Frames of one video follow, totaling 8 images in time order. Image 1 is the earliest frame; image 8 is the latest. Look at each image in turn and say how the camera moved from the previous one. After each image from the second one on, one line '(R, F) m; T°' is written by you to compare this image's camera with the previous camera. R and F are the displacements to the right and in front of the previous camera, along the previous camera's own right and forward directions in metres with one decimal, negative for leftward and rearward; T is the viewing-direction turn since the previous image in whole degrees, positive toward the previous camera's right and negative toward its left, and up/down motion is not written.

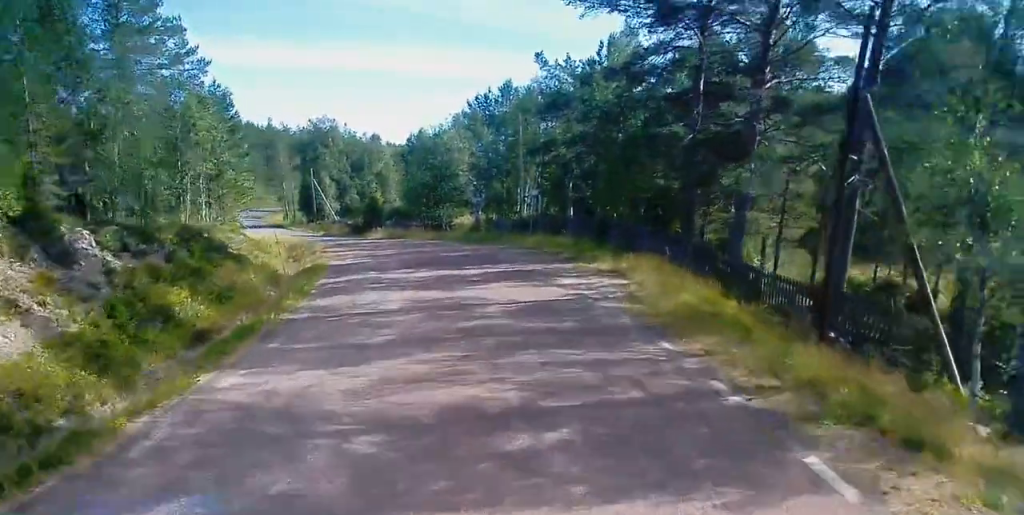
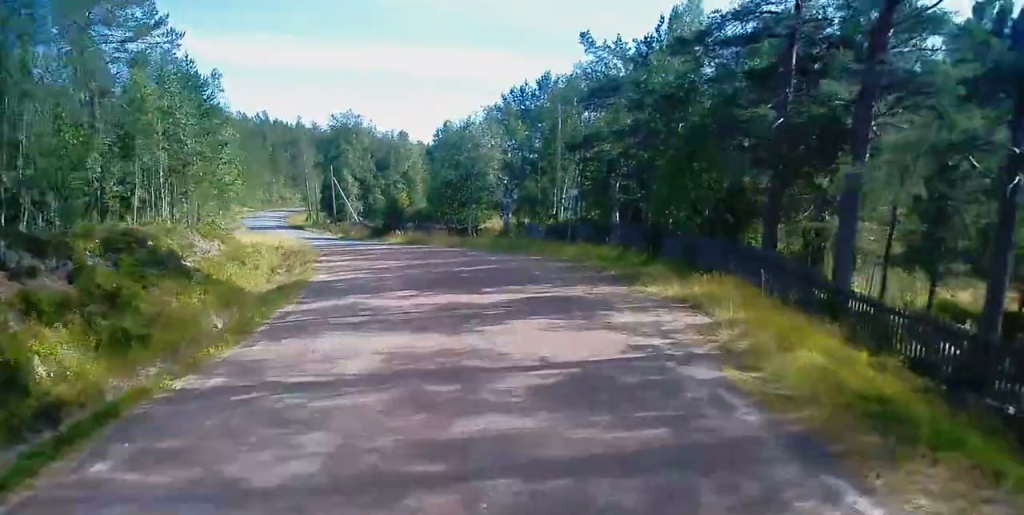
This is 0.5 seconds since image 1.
(-0.4, +6.2) m; -2°
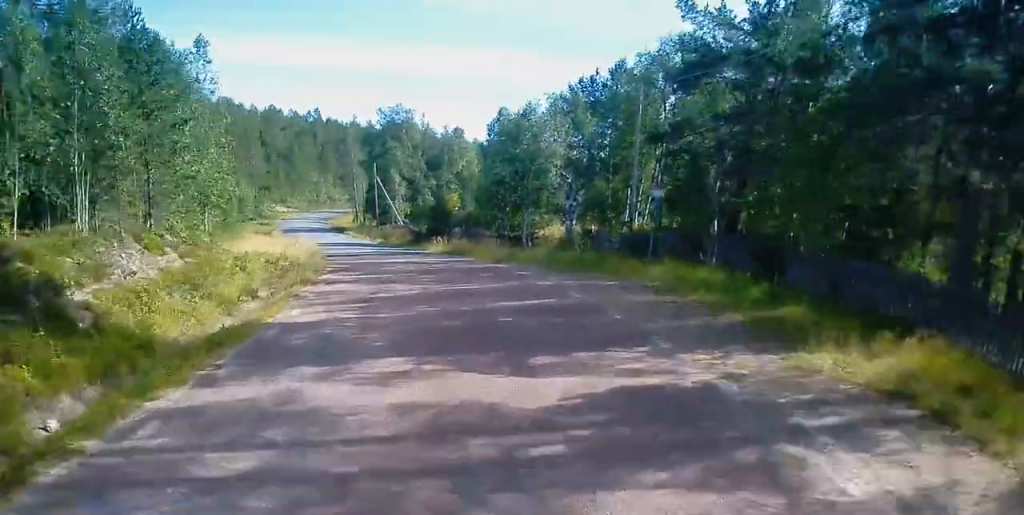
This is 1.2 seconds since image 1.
(-0.4, +8.2) m; -3°
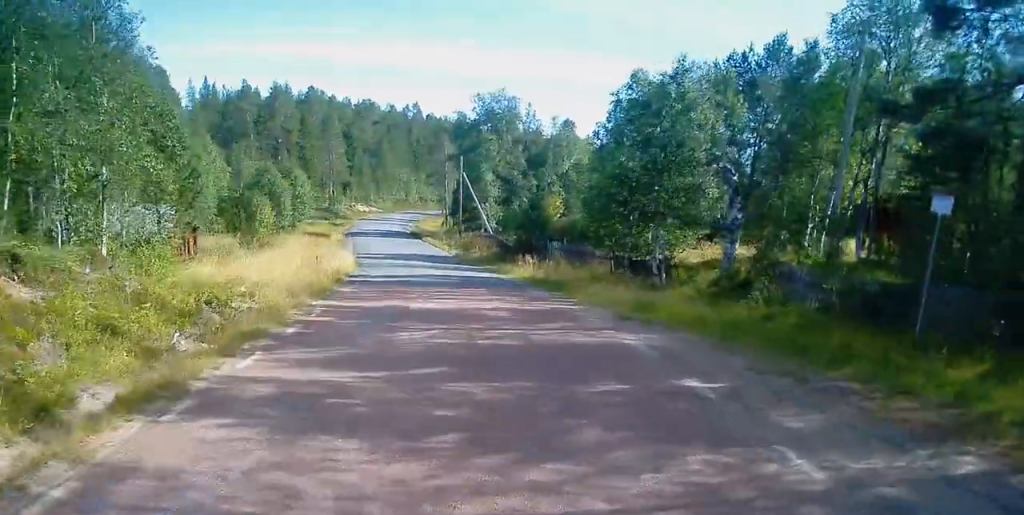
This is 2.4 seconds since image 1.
(-0.3, +14.1) m; -7°
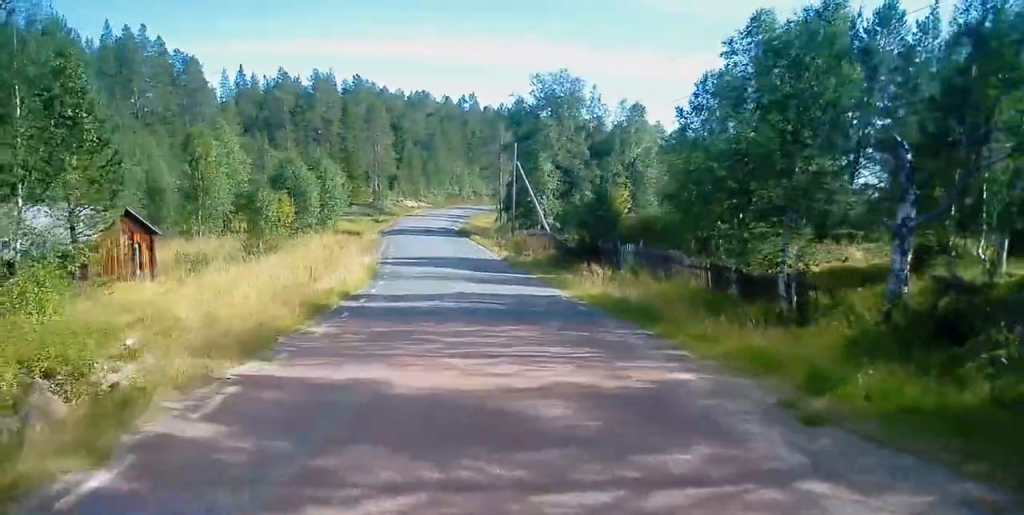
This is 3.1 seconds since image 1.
(-0.4, +8.1) m; -7°
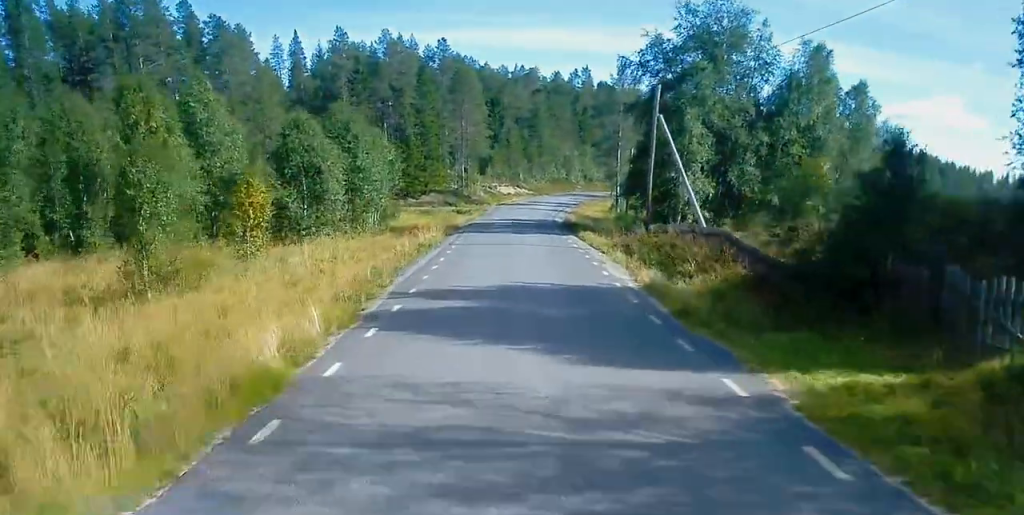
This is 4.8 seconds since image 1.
(-1.5, +20.5) m; -4°
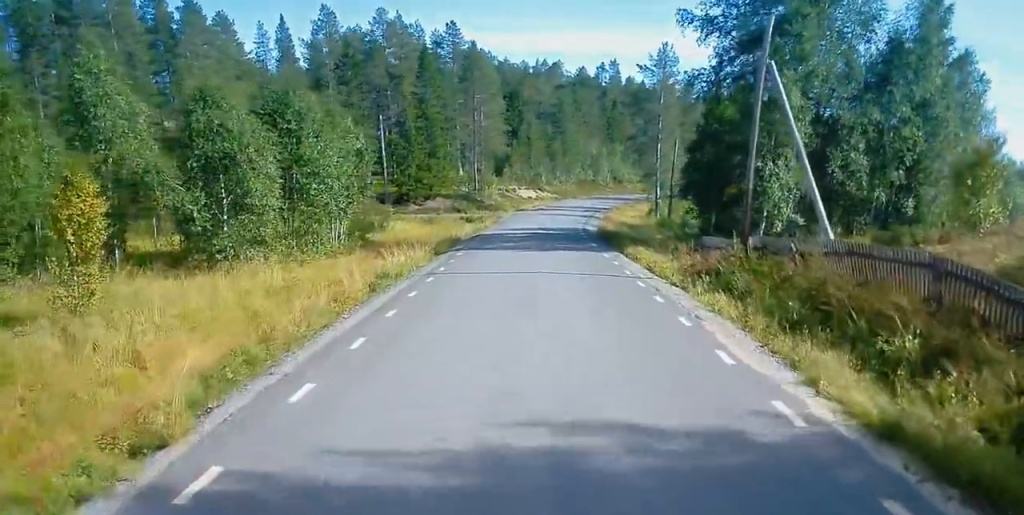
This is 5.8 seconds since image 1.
(0.0, +13.0) m; 0°
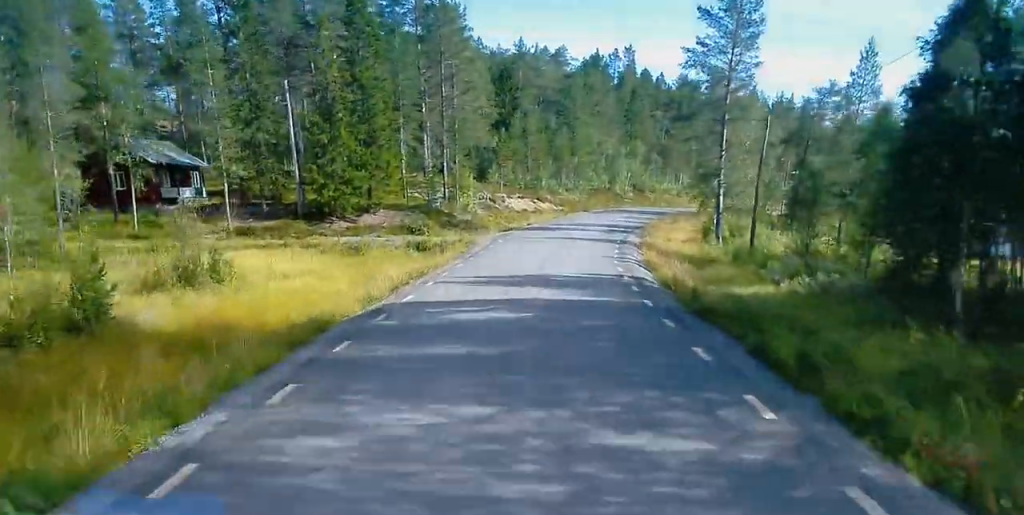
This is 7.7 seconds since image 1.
(+0.3, +25.4) m; +2°
